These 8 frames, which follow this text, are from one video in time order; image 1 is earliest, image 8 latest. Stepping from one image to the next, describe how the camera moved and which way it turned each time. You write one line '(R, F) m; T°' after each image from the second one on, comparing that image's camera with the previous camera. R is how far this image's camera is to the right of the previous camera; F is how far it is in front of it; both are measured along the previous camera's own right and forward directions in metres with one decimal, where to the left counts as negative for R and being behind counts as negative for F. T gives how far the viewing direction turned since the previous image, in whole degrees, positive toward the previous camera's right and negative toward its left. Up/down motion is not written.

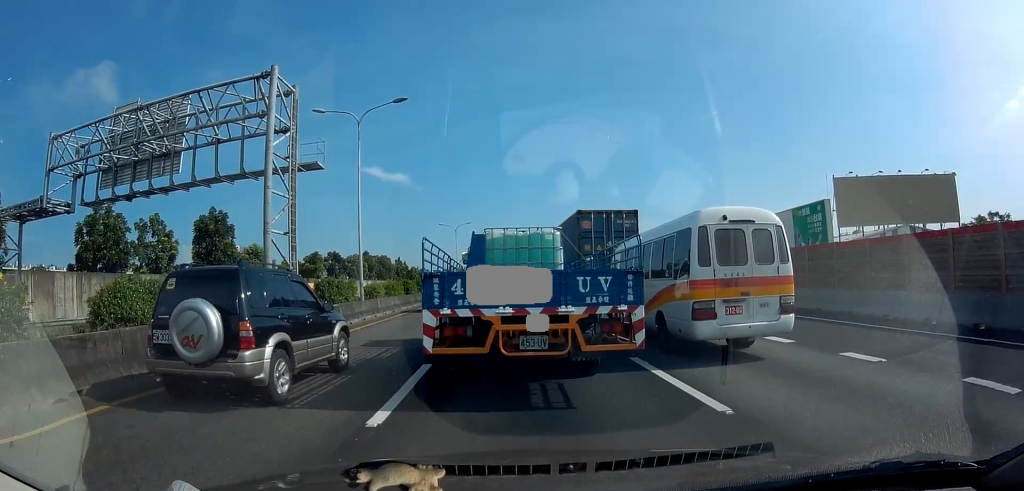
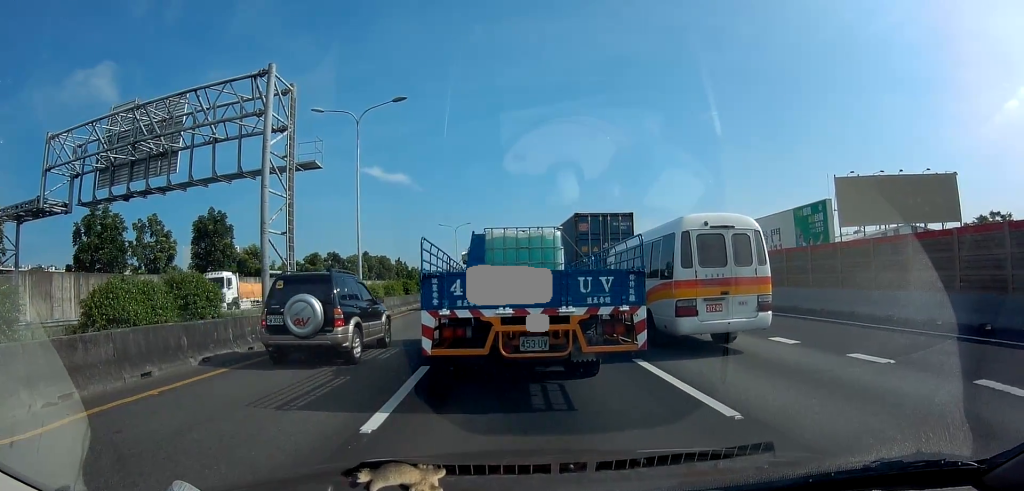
(0.0, 0.0) m; 0°
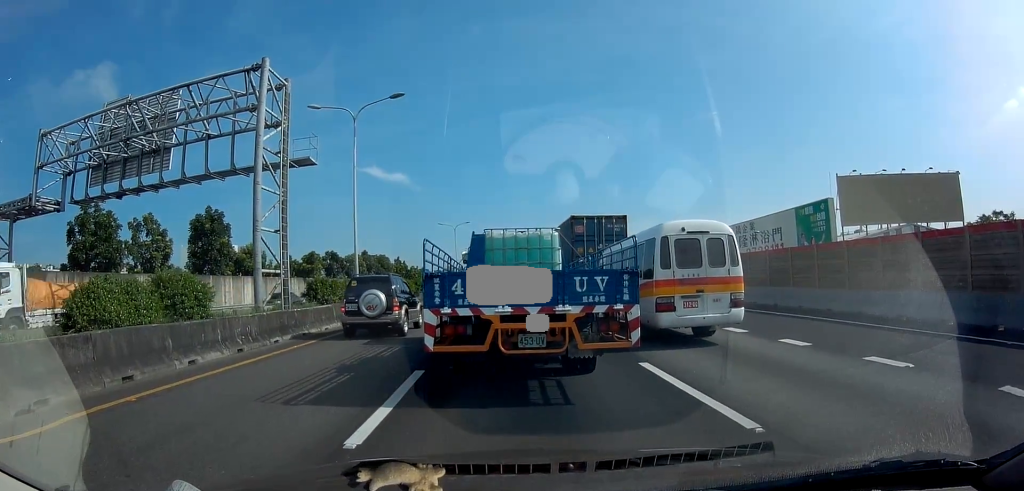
(0.0, +0.3) m; 0°
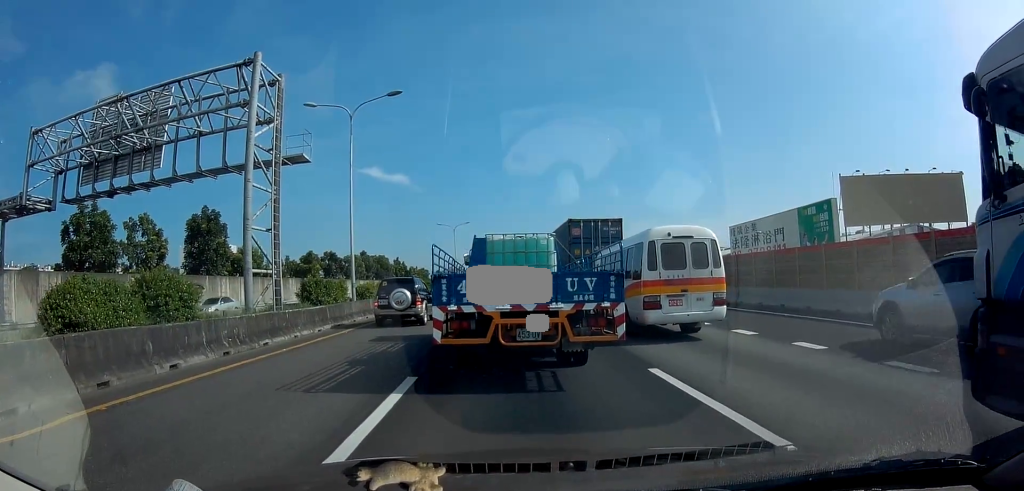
(0.0, +0.4) m; 0°
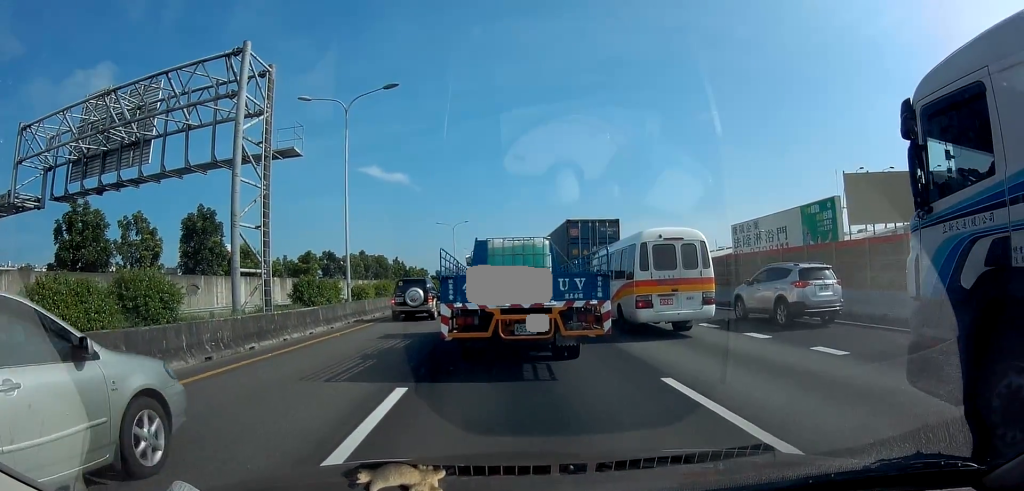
(0.0, +0.4) m; 0°
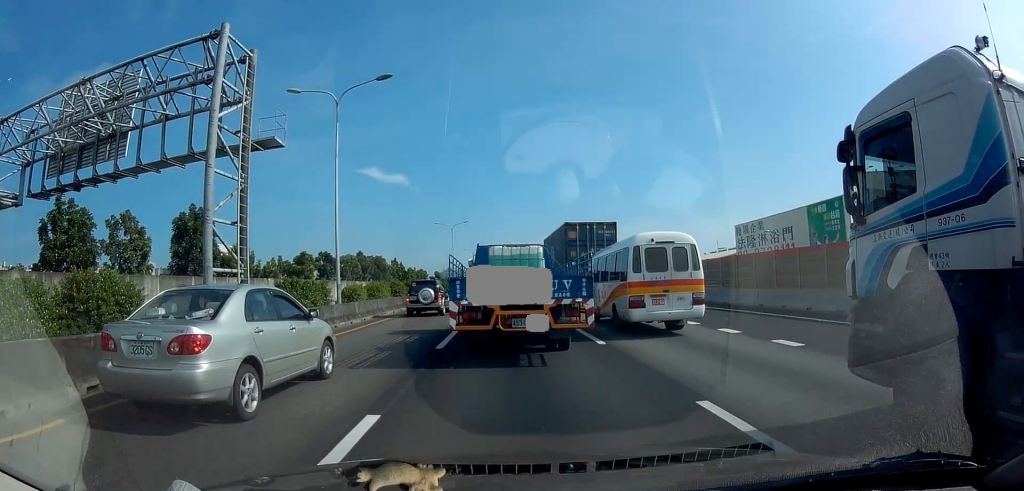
(0.0, +1.1) m; 0°
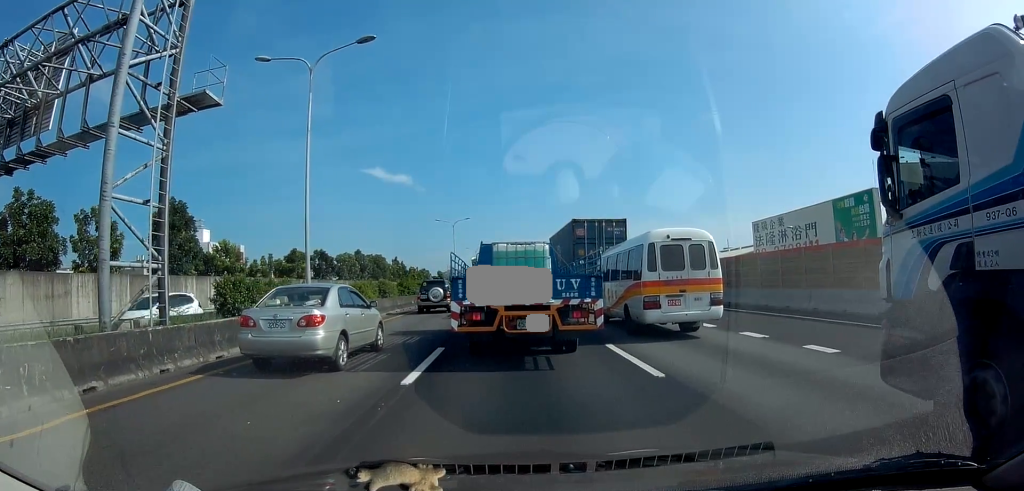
(0.0, +4.0) m; 0°
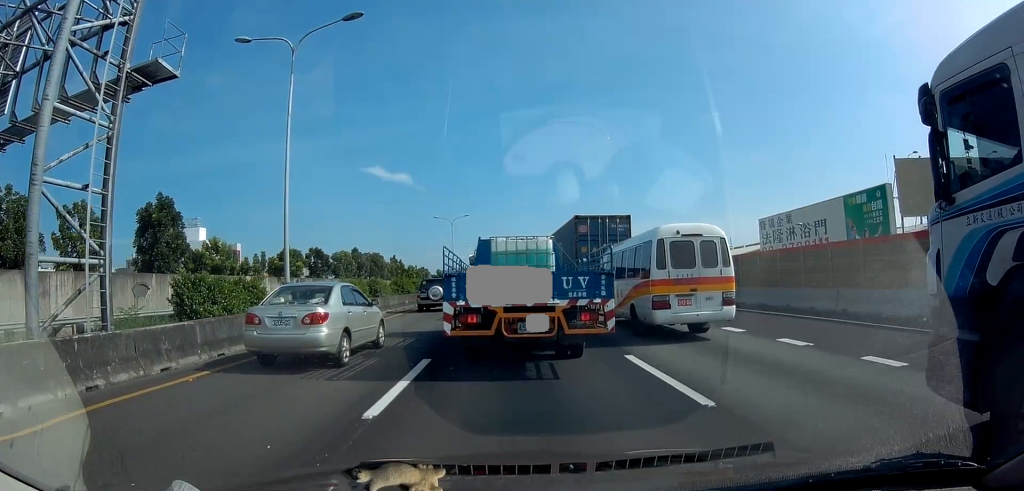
(0.0, +1.8) m; 0°
